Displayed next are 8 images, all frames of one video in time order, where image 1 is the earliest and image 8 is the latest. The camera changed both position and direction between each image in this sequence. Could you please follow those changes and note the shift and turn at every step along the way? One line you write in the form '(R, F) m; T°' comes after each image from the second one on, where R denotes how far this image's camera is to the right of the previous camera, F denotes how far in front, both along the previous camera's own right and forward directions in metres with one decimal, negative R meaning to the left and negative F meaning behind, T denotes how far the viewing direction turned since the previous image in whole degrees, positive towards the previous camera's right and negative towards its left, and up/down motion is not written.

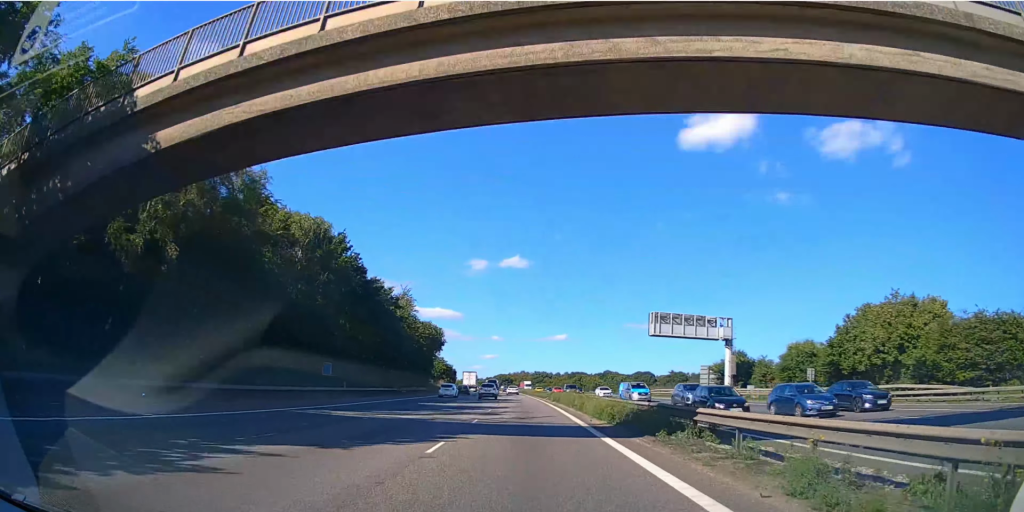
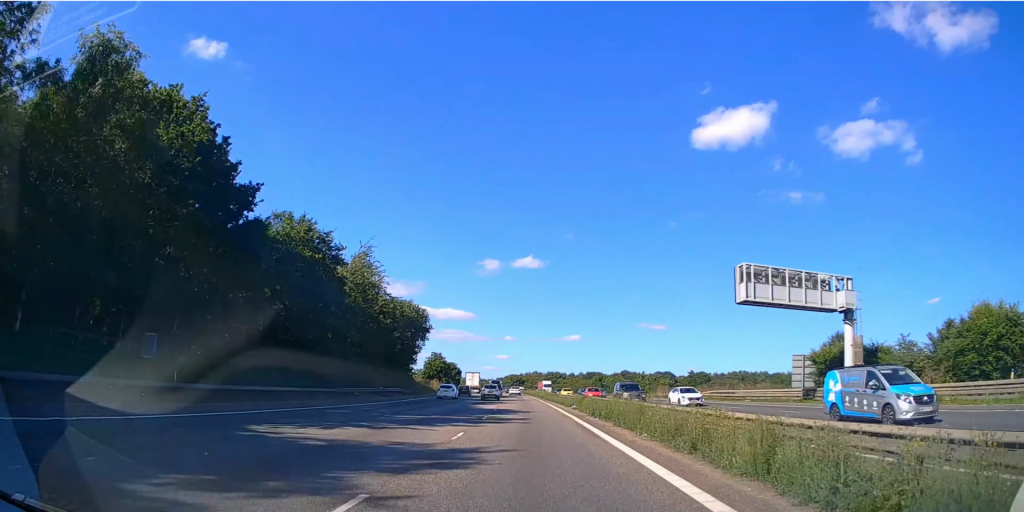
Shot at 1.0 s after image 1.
(-0.3, +24.4) m; -1°
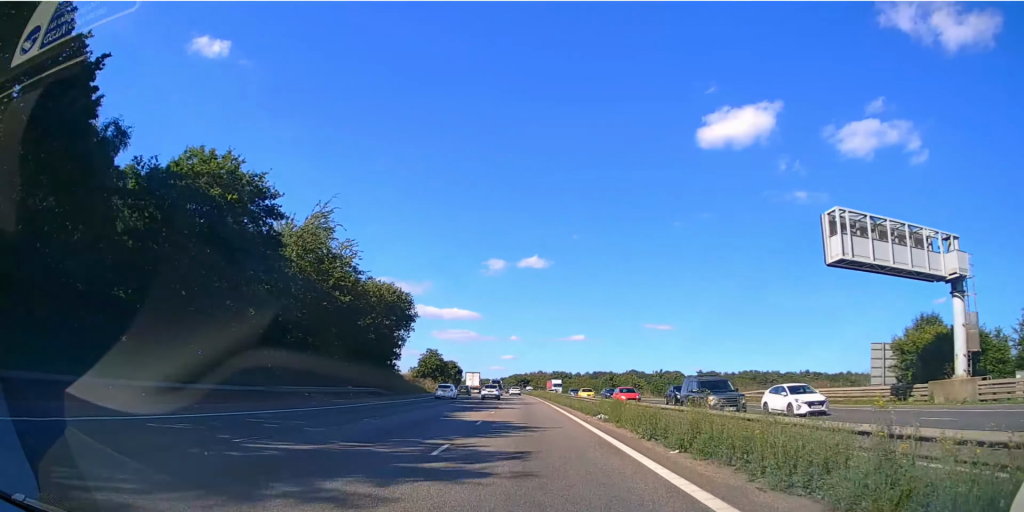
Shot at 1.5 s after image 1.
(+0.1, +12.3) m; -1°
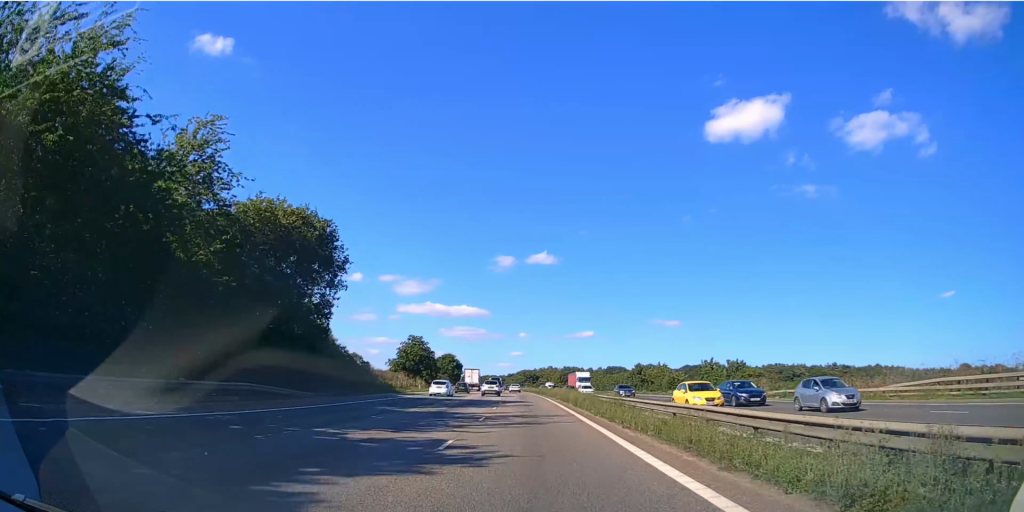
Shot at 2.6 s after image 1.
(-0.4, +26.6) m; -1°
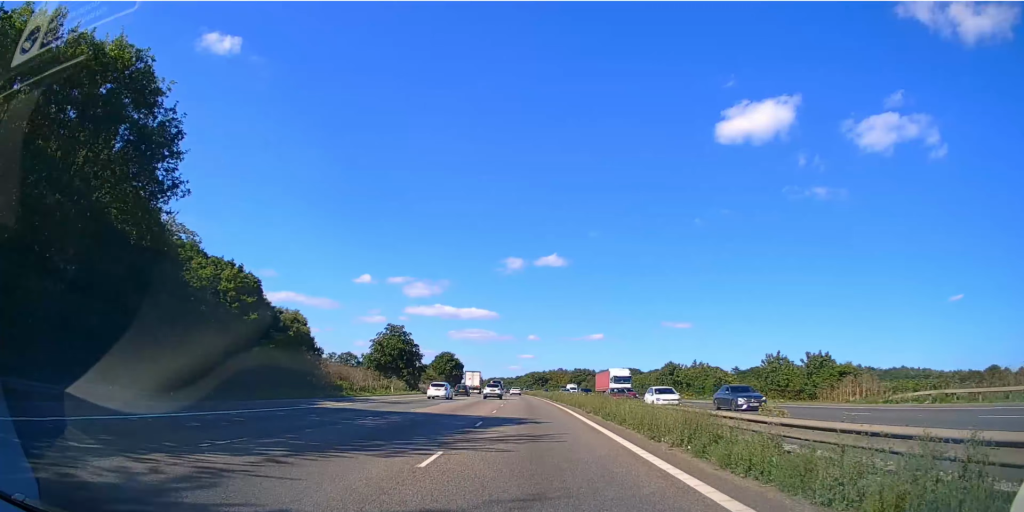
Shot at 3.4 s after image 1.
(0.0, +20.2) m; -1°
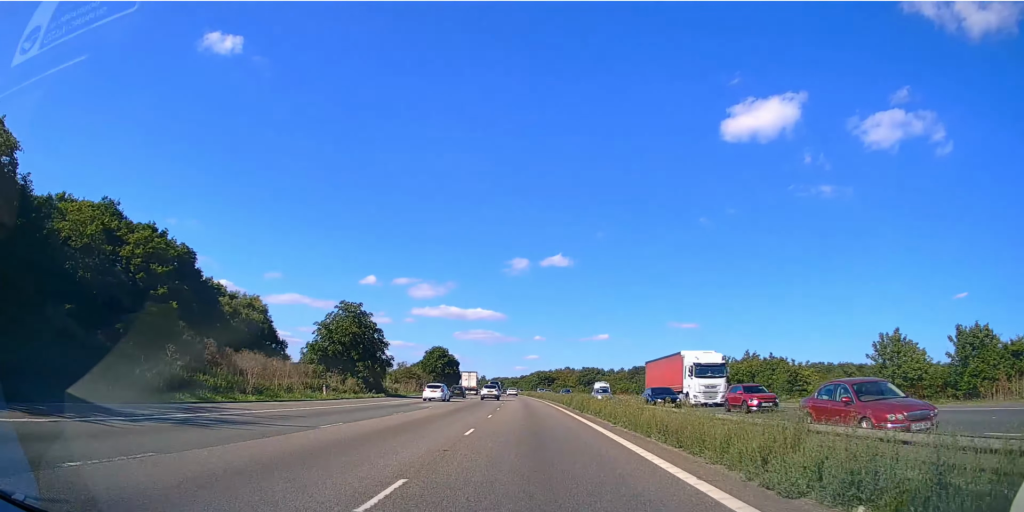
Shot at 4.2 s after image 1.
(-0.2, +22.1) m; -1°
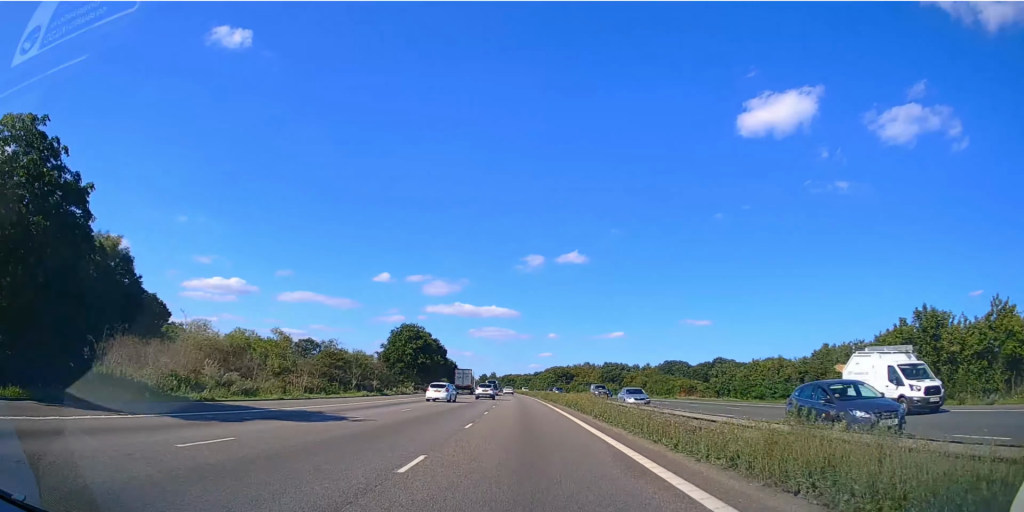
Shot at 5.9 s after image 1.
(-0.6, +43.9) m; -1°
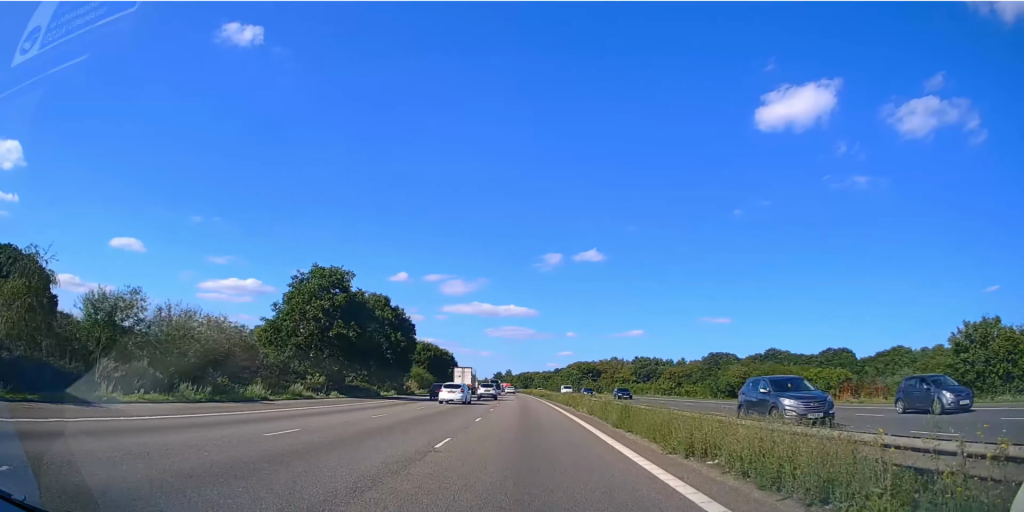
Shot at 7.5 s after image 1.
(-0.5, +42.2) m; -2°
